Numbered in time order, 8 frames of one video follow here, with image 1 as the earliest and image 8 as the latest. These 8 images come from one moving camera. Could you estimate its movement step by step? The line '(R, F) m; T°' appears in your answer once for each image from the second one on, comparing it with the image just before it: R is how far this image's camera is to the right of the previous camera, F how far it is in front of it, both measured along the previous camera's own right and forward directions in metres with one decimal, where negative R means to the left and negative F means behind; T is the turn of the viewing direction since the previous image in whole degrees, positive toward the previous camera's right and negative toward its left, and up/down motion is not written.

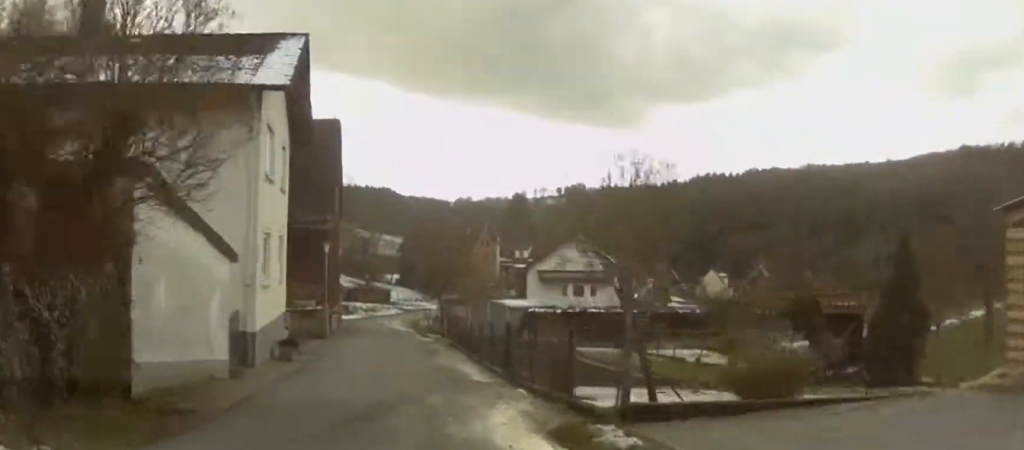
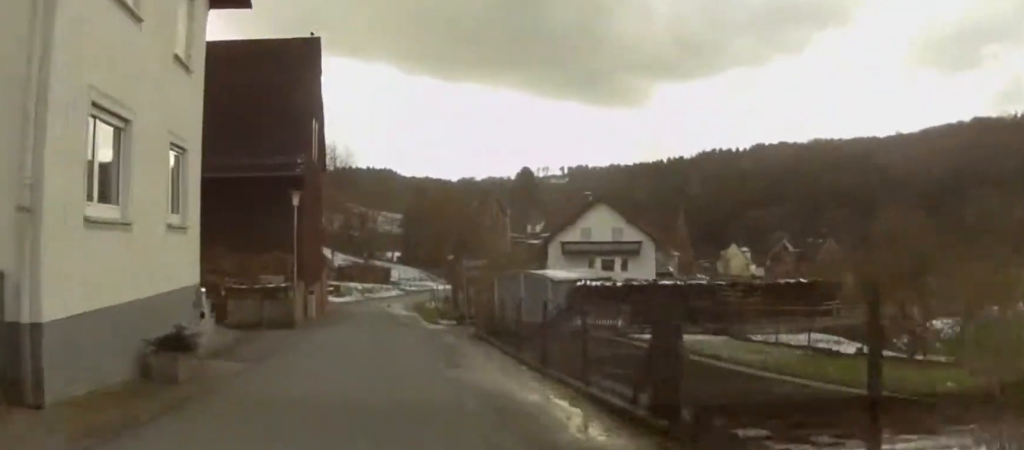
(-0.6, +14.6) m; -1°
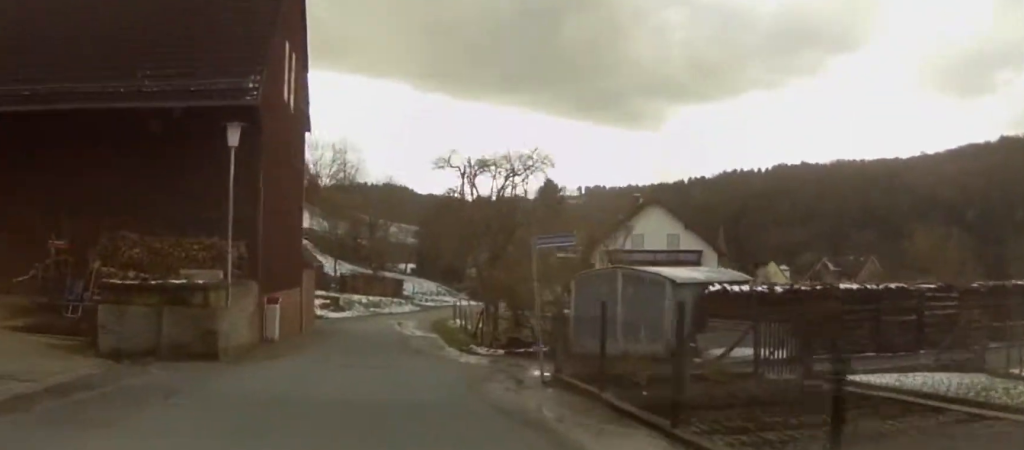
(+0.4, +15.6) m; +1°
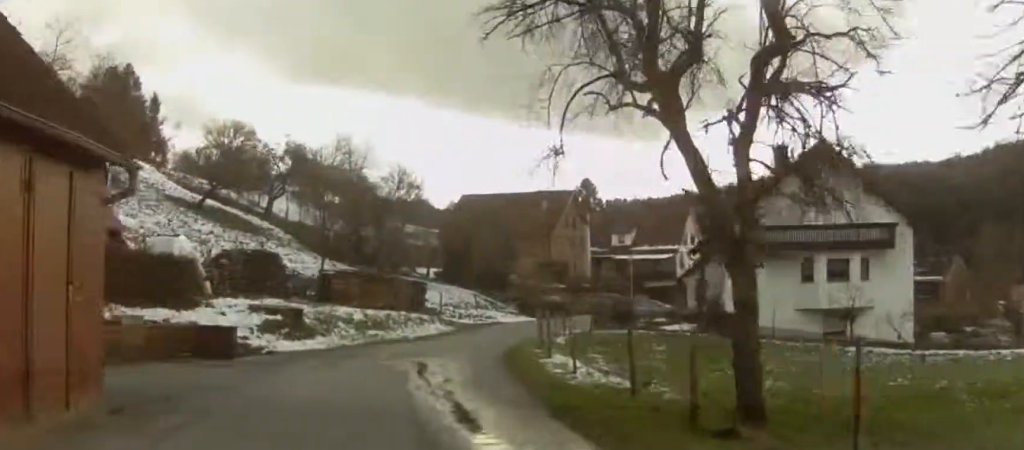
(-0.2, +31.4) m; -2°
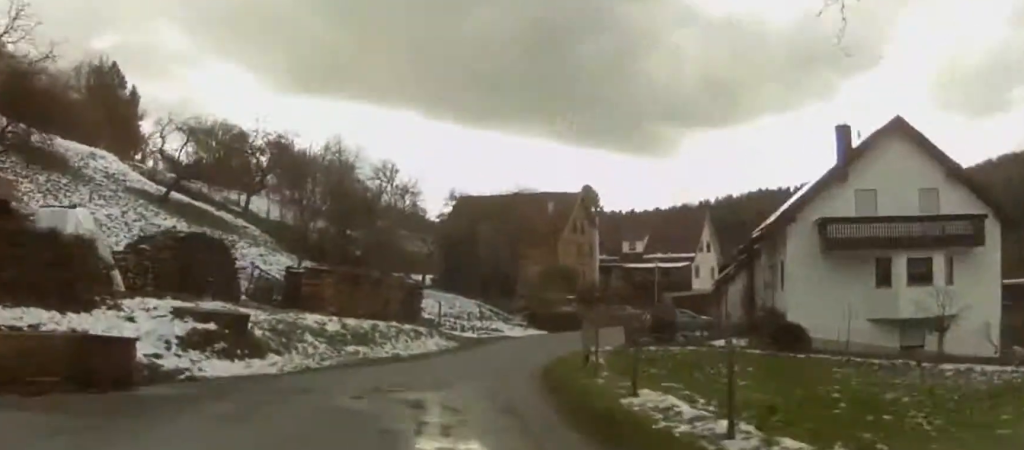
(0.0, +9.1) m; -1°
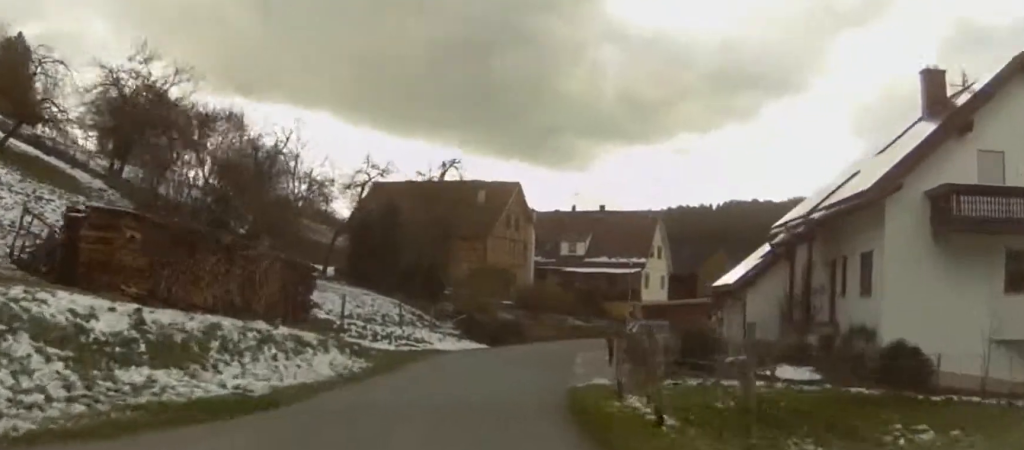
(-0.3, +16.1) m; +3°
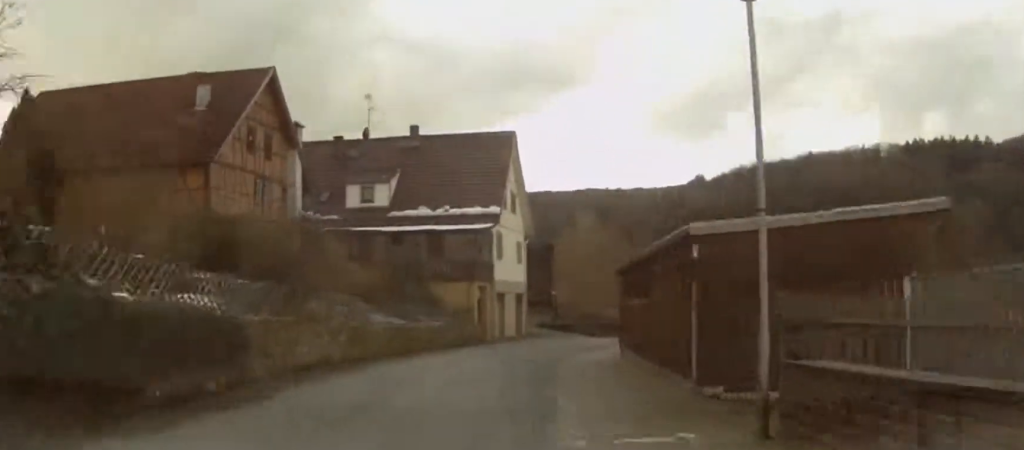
(+5.3, +39.4) m; +14°
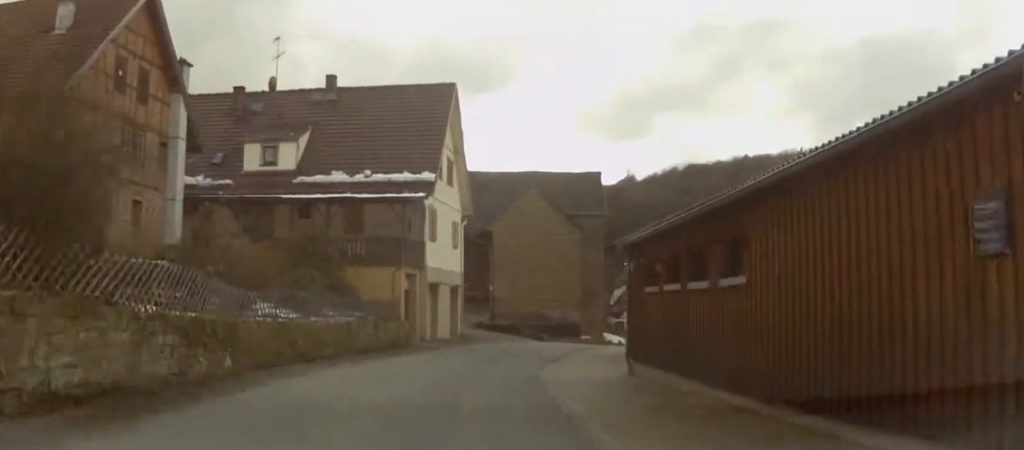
(+0.4, +11.3) m; +4°
